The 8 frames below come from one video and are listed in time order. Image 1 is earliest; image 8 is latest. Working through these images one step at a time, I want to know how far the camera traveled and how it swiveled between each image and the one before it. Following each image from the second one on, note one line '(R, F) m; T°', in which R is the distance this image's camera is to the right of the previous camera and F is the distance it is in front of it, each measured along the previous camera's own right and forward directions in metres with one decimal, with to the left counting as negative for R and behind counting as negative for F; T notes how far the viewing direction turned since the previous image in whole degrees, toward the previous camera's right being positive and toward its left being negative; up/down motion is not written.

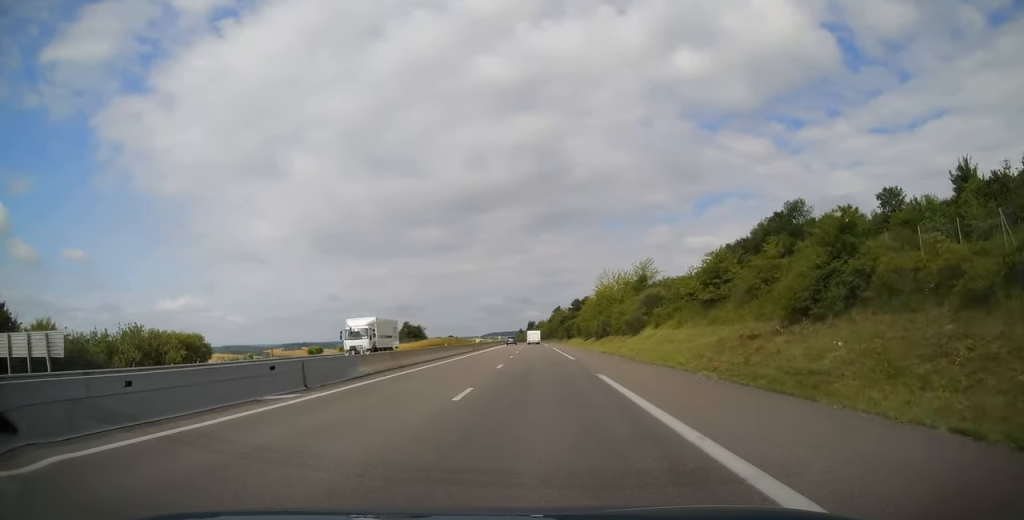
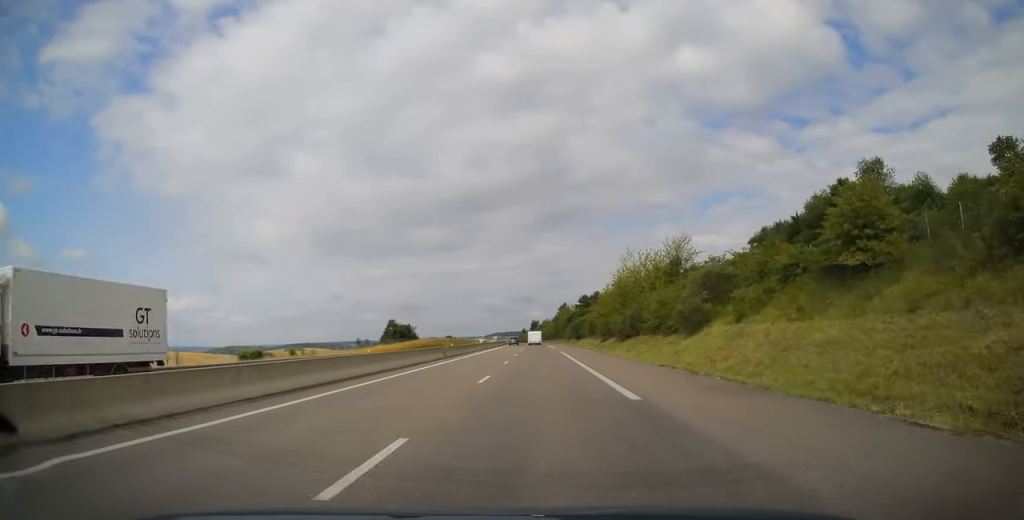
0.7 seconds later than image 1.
(-0.1, +21.1) m; 0°
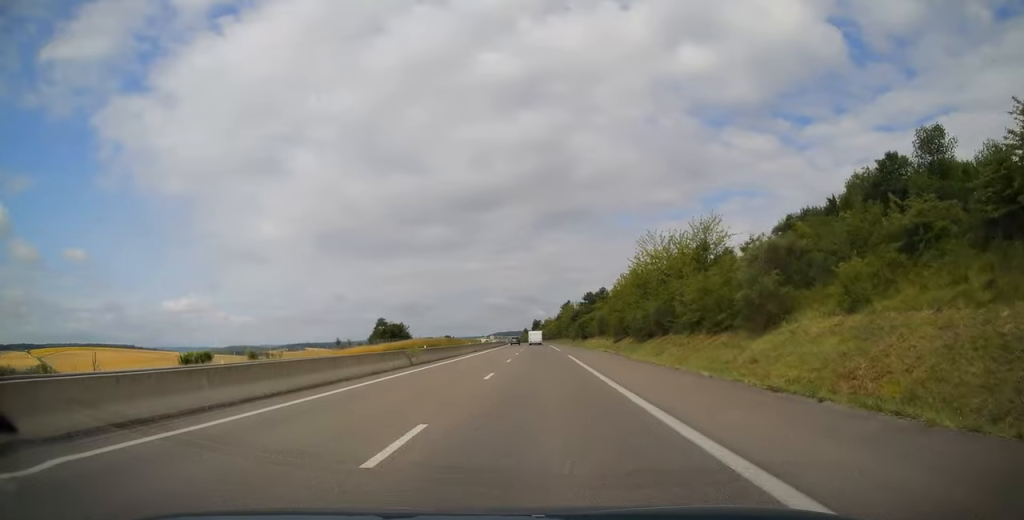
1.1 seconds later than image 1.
(0.0, +11.8) m; 0°
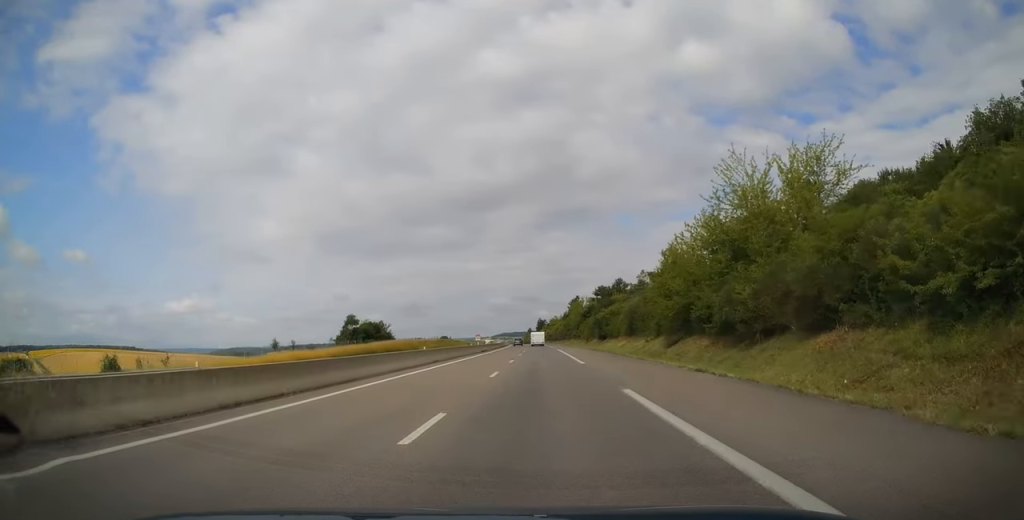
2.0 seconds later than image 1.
(0.0, +25.0) m; -1°
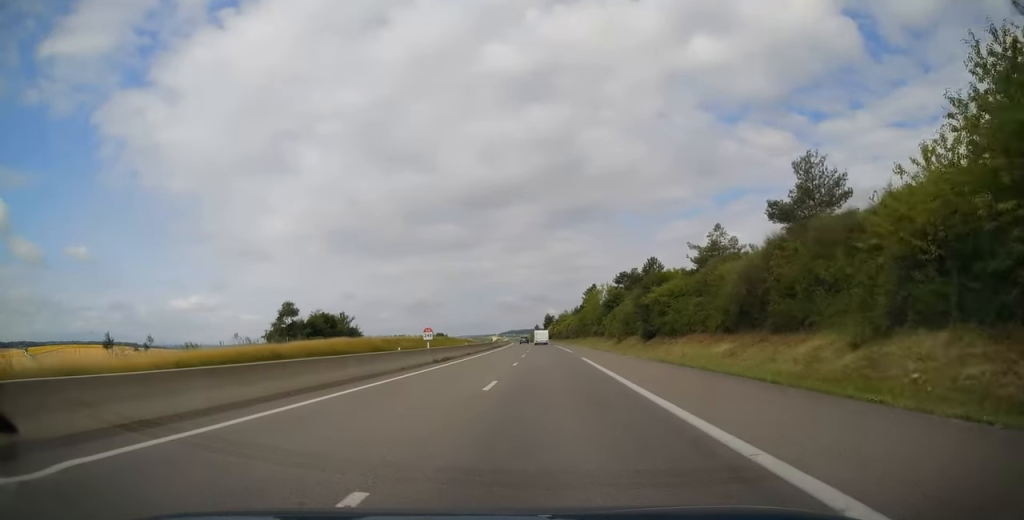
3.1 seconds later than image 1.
(-0.3, +31.9) m; -1°
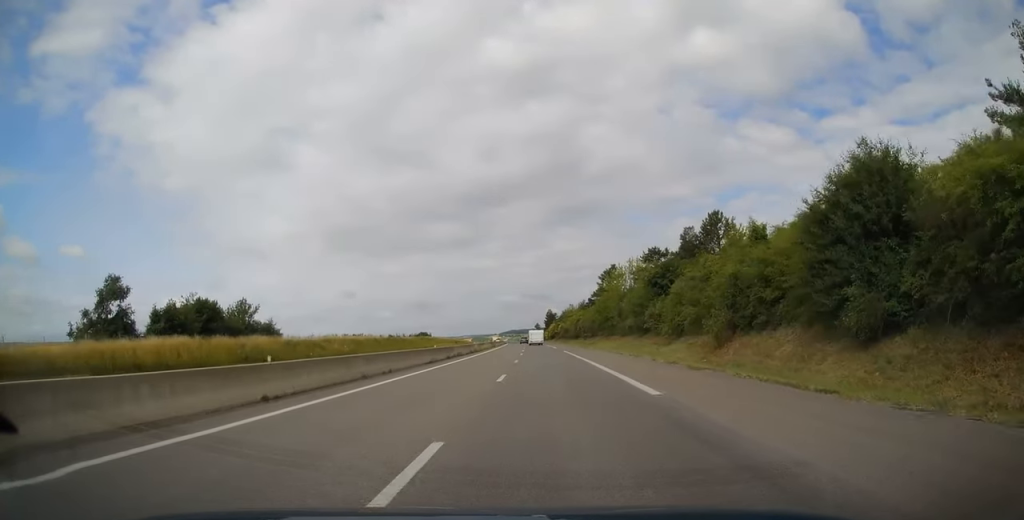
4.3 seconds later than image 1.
(-0.2, +37.4) m; 0°
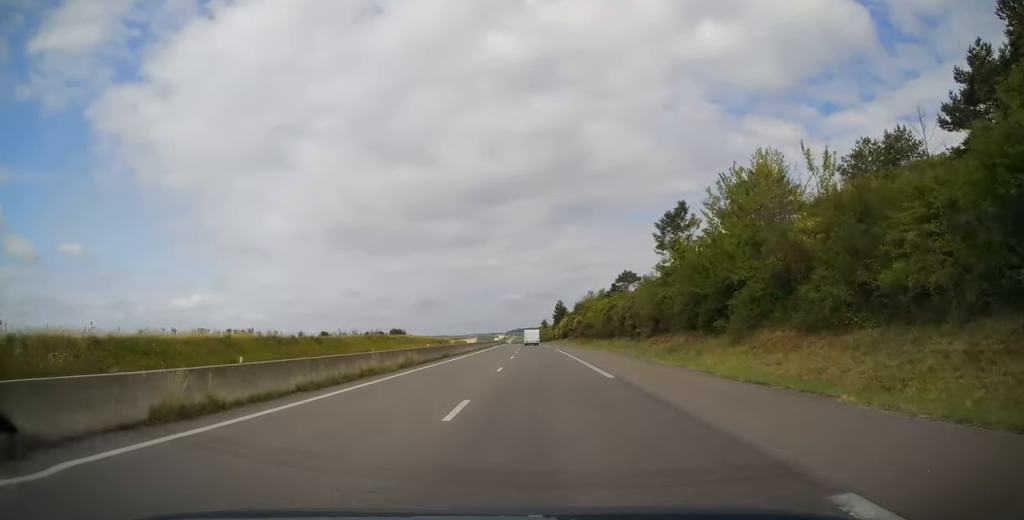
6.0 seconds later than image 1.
(-0.1, +48.6) m; -1°
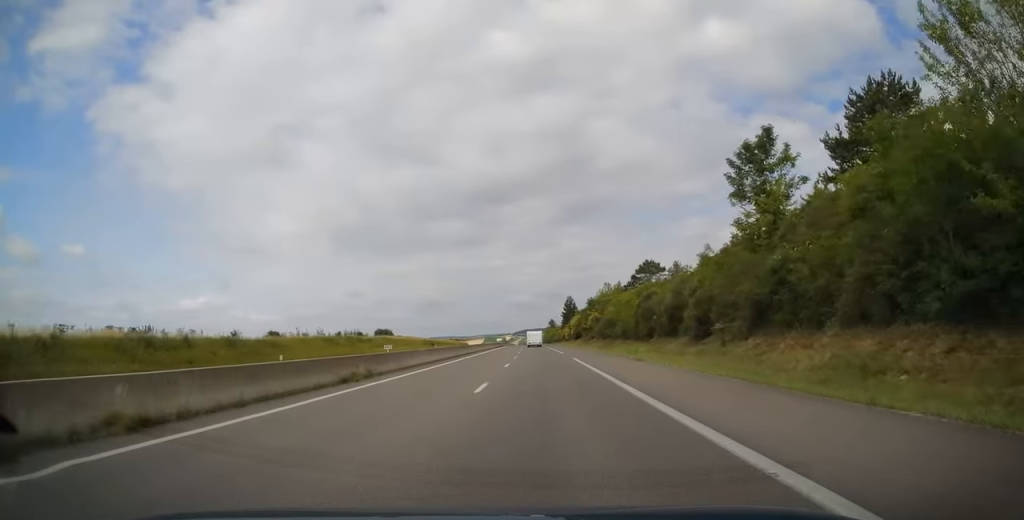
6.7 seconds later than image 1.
(-0.1, +21.6) m; -1°
